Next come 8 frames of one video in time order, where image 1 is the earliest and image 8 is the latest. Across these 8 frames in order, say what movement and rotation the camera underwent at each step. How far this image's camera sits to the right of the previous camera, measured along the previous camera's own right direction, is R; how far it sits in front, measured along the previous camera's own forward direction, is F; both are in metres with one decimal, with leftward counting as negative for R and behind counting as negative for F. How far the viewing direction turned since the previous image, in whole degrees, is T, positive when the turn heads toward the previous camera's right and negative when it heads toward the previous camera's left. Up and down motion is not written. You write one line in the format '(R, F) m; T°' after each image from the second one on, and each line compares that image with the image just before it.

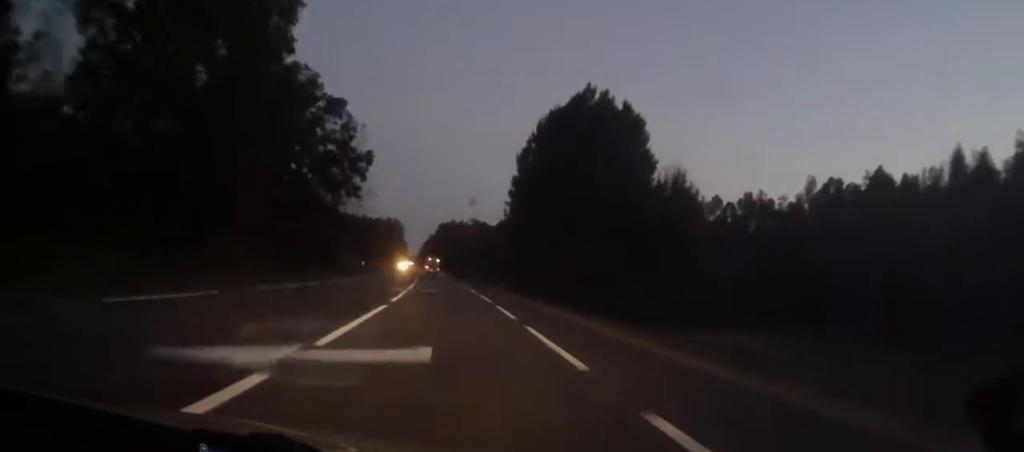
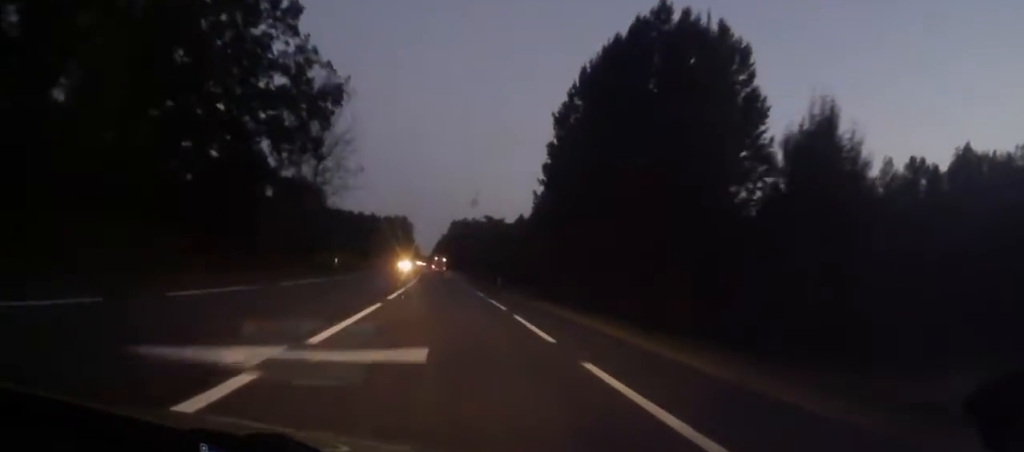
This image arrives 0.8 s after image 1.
(-0.2, +23.7) m; -1°
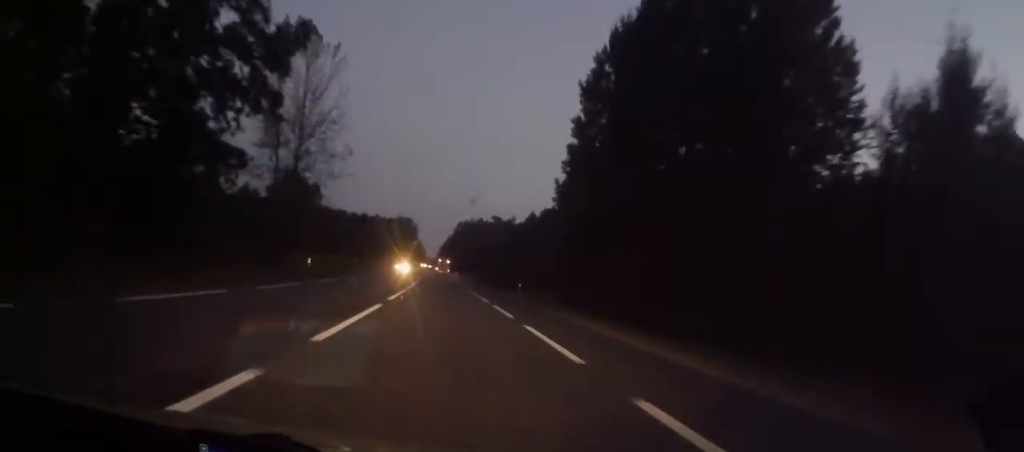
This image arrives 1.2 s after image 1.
(0.0, +11.4) m; 0°
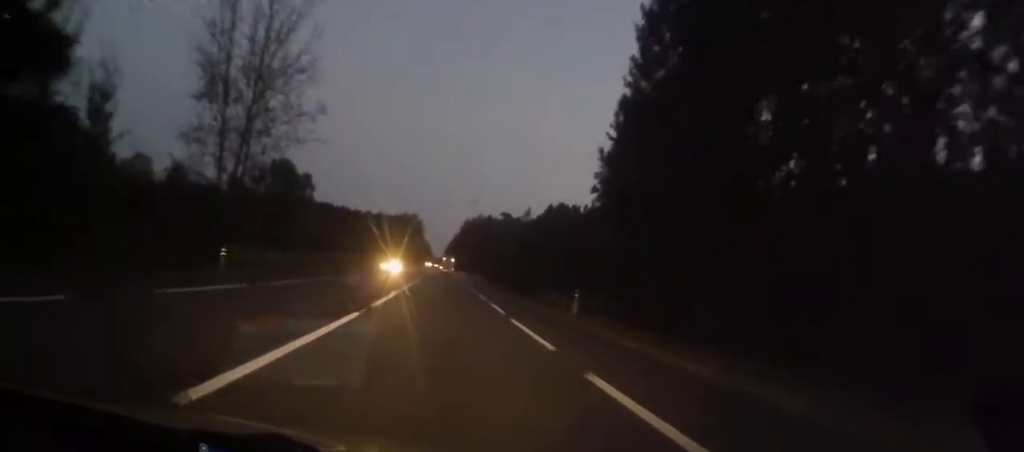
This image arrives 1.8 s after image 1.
(-0.1, +16.2) m; -1°
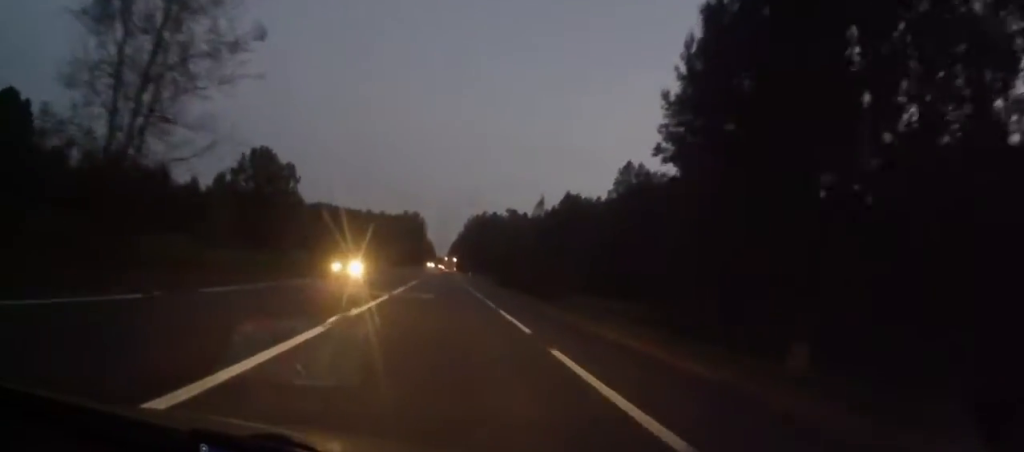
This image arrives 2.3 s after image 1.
(0.0, +15.3) m; -1°
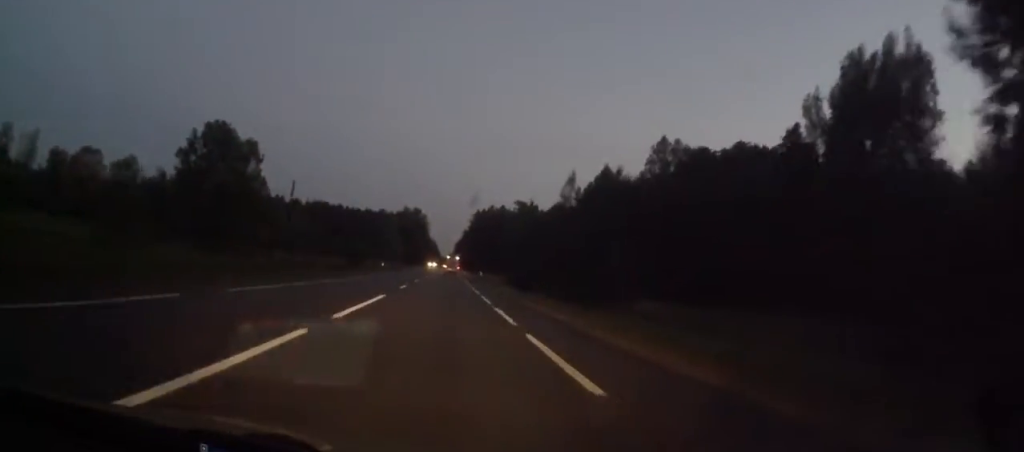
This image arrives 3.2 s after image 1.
(-0.3, +24.9) m; -1°
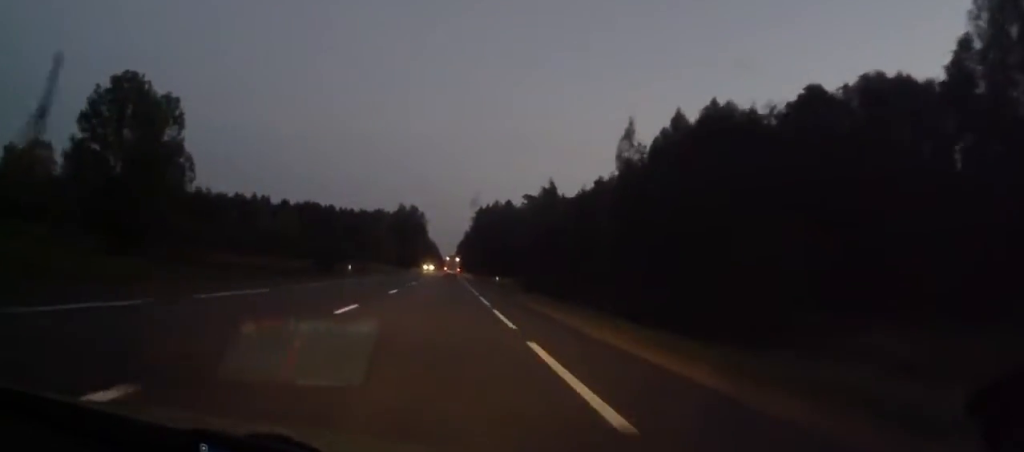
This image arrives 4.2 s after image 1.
(-0.3, +28.6) m; 0°
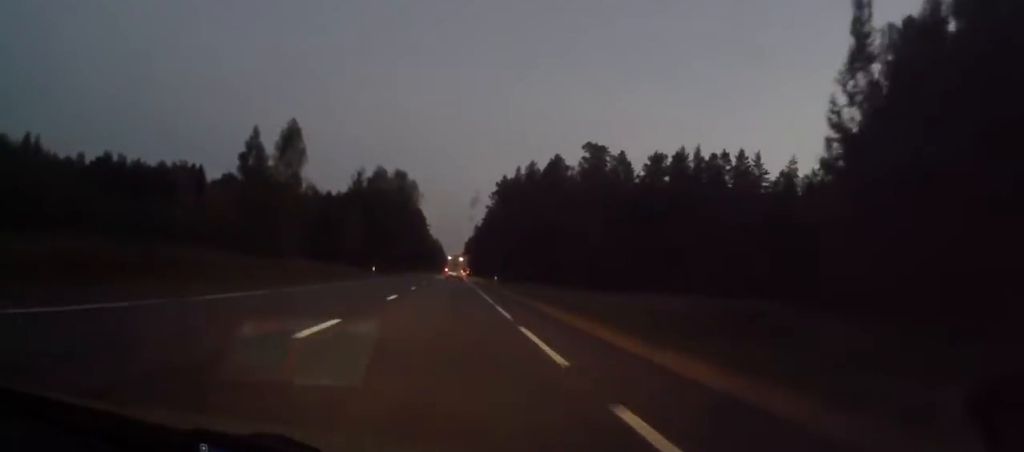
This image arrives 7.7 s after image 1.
(-1.2, +101.0) m; -1°
